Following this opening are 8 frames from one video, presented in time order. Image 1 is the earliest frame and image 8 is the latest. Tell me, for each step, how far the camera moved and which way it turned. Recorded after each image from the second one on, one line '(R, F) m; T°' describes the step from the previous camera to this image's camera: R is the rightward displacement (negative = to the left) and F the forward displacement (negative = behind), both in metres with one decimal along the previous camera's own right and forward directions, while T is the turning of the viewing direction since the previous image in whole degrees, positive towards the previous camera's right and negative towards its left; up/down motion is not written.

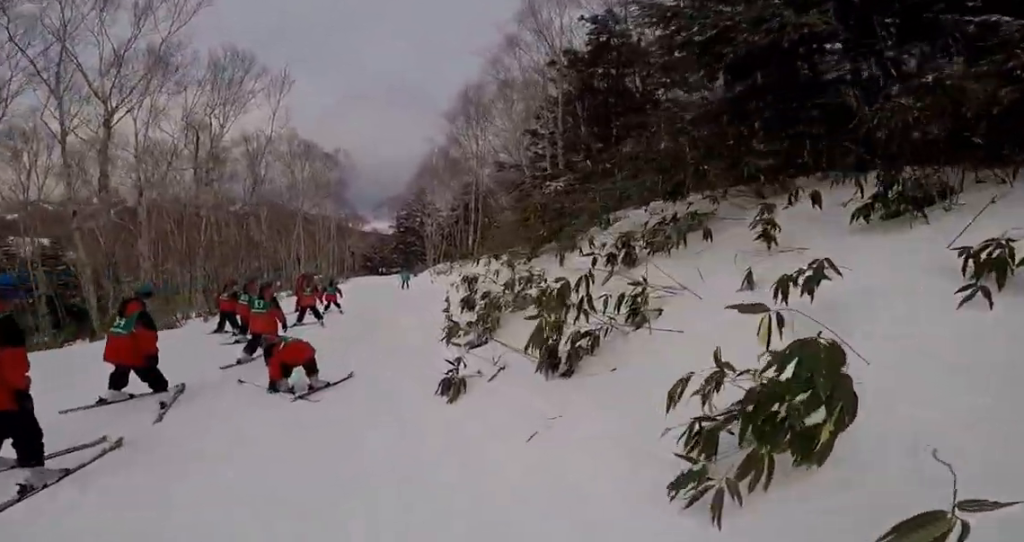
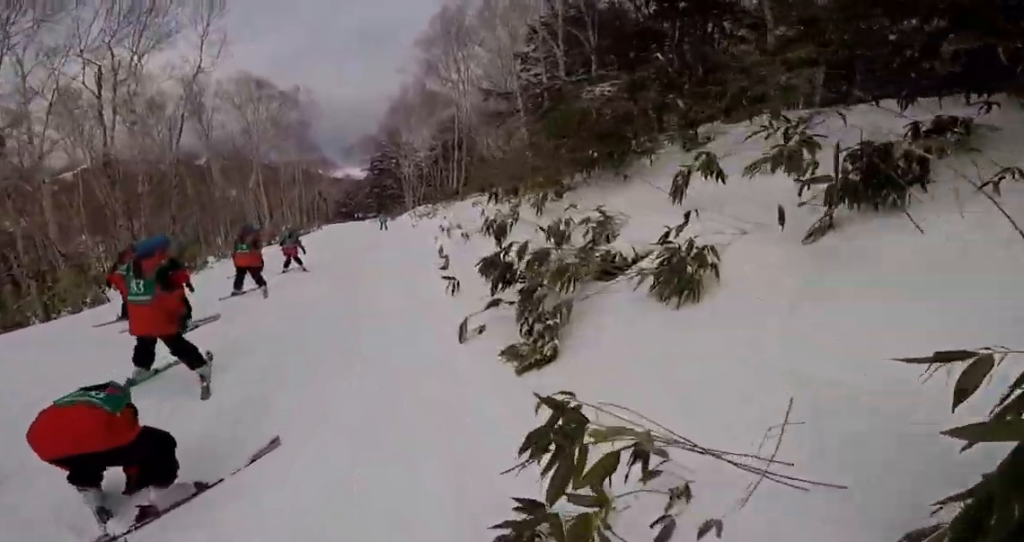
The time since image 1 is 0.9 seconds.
(+0.3, +3.5) m; -5°
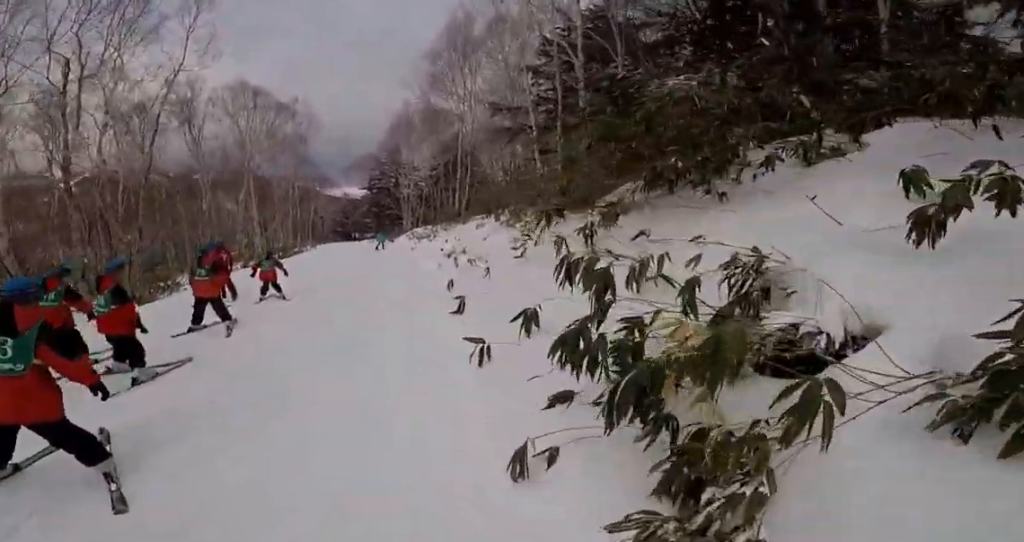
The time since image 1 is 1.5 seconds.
(0.0, +2.0) m; -6°
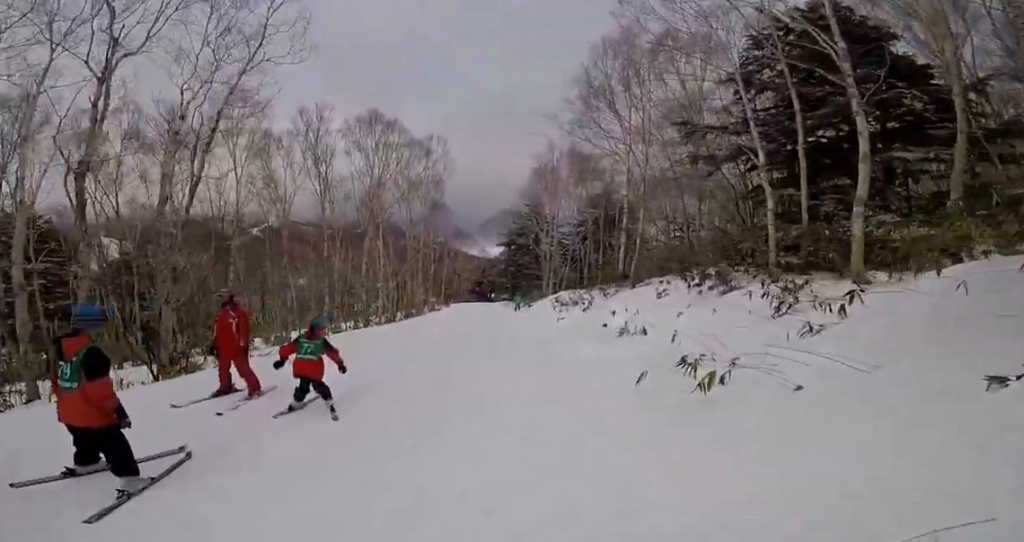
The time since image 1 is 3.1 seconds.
(-0.1, +6.5) m; +4°
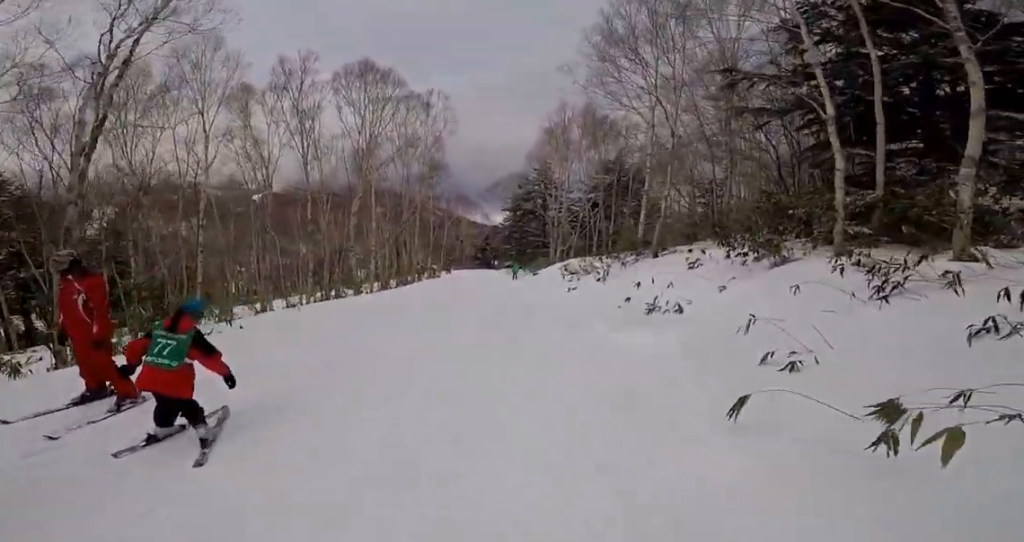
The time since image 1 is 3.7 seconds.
(-0.1, +2.9) m; -5°
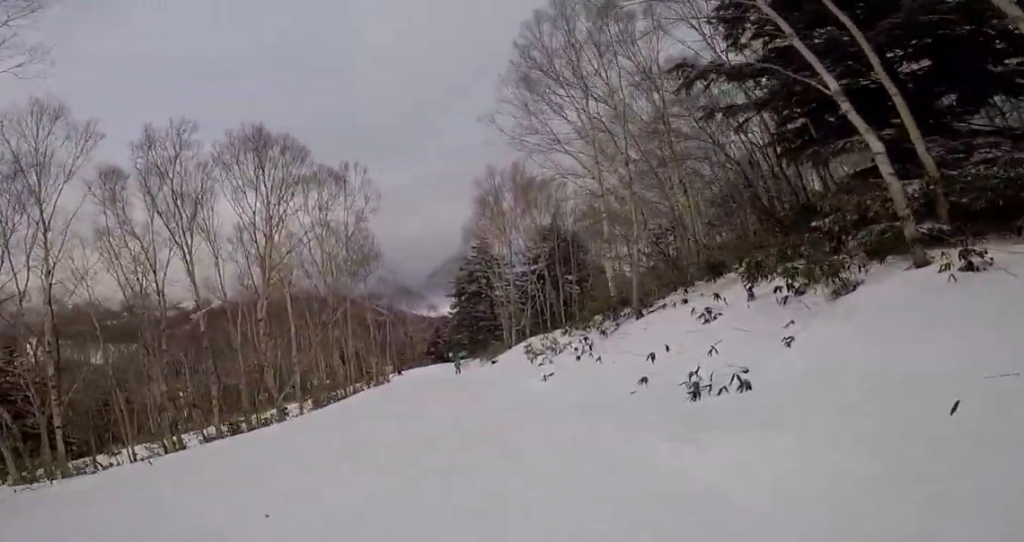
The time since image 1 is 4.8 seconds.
(-0.6, +4.9) m; -7°
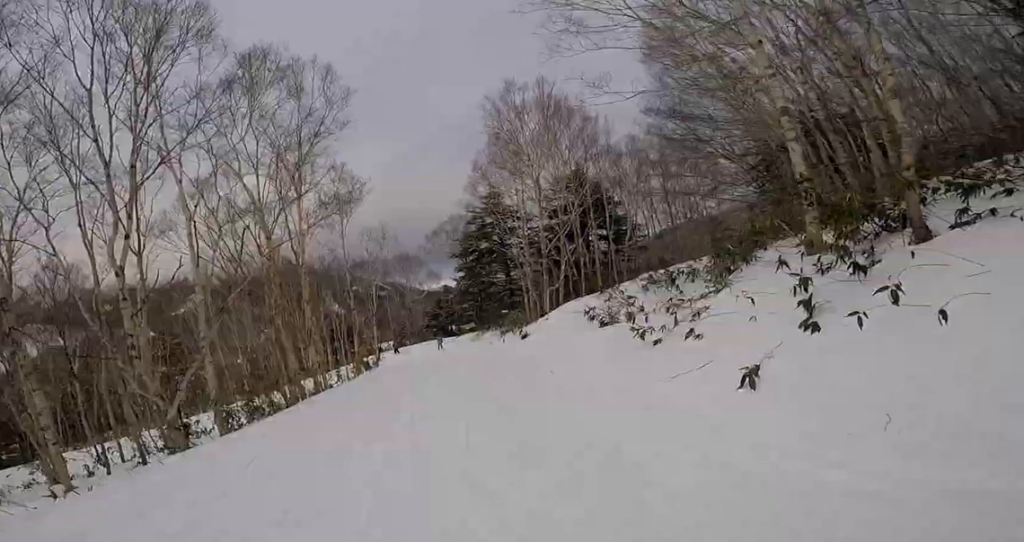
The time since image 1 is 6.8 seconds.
(+1.2, +9.3) m; +10°
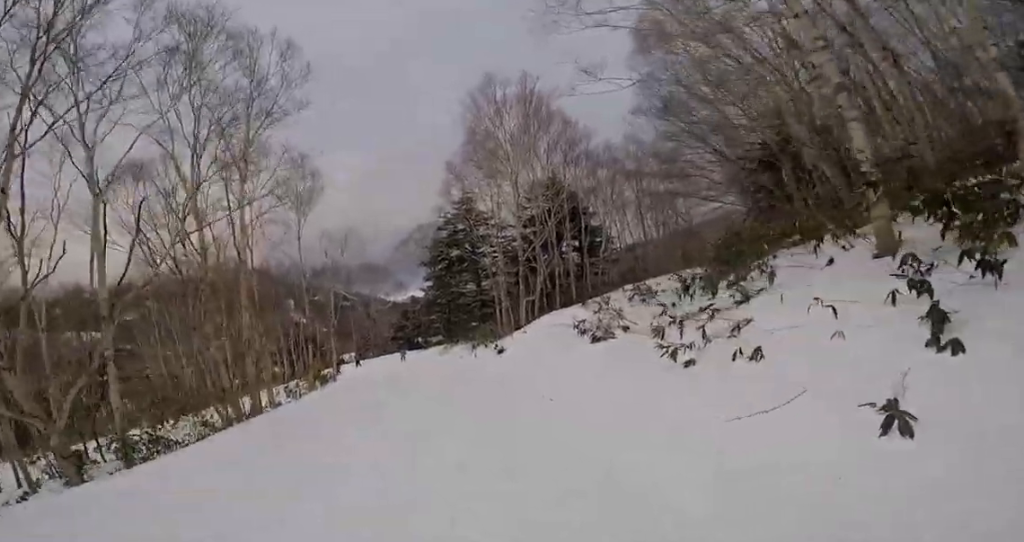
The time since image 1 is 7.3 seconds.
(+0.4, +2.3) m; -3°
